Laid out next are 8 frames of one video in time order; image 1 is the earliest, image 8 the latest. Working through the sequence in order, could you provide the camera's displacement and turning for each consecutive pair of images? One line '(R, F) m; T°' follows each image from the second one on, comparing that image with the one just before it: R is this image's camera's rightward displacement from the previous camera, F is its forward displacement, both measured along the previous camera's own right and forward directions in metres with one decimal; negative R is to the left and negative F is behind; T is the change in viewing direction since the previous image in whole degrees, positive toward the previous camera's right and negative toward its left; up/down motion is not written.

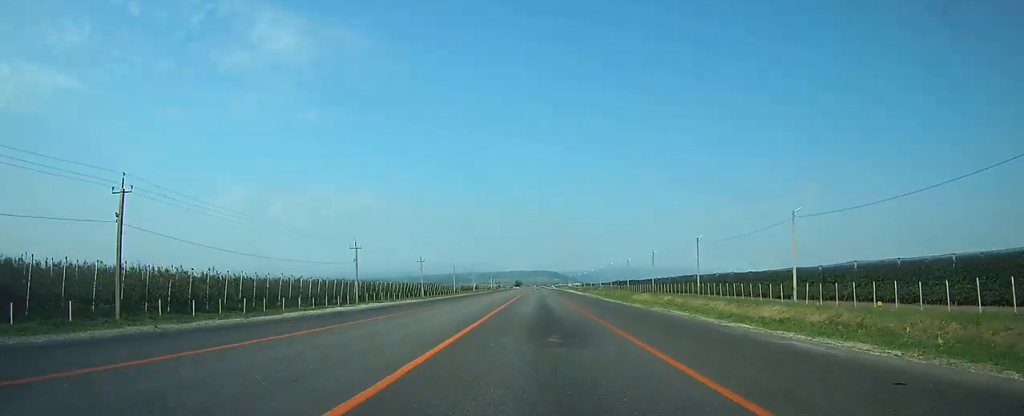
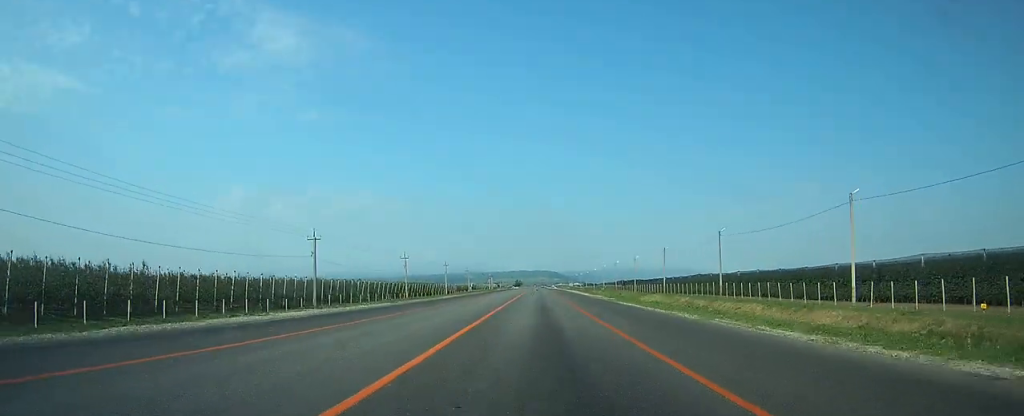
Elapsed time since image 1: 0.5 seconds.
(0.0, +11.6) m; 0°
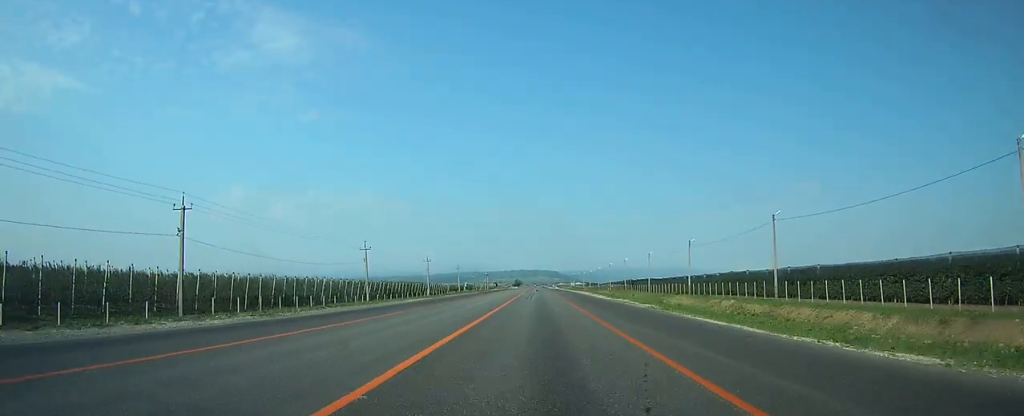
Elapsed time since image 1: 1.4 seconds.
(0.0, +19.6) m; 0°
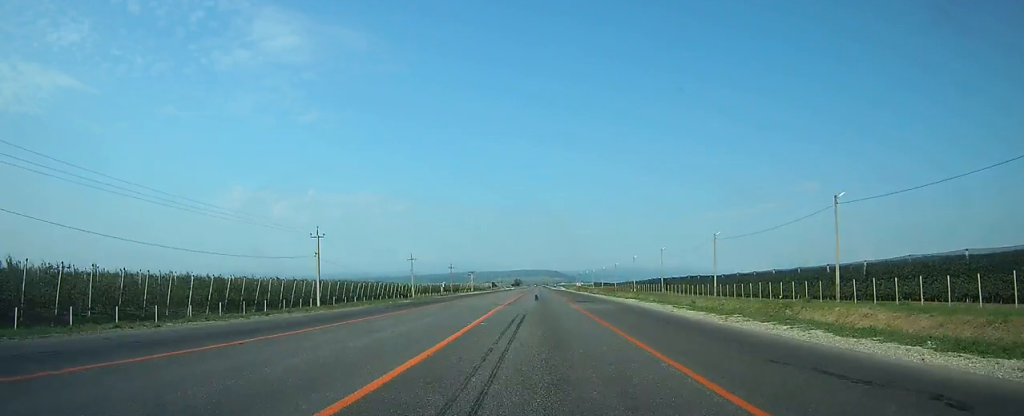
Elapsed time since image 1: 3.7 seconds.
(+0.2, +50.0) m; 0°
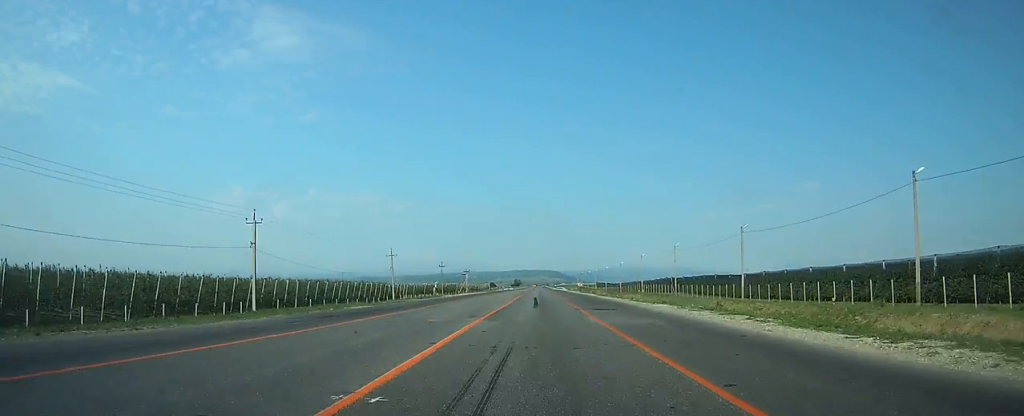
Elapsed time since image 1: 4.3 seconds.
(0.0, +11.6) m; 0°
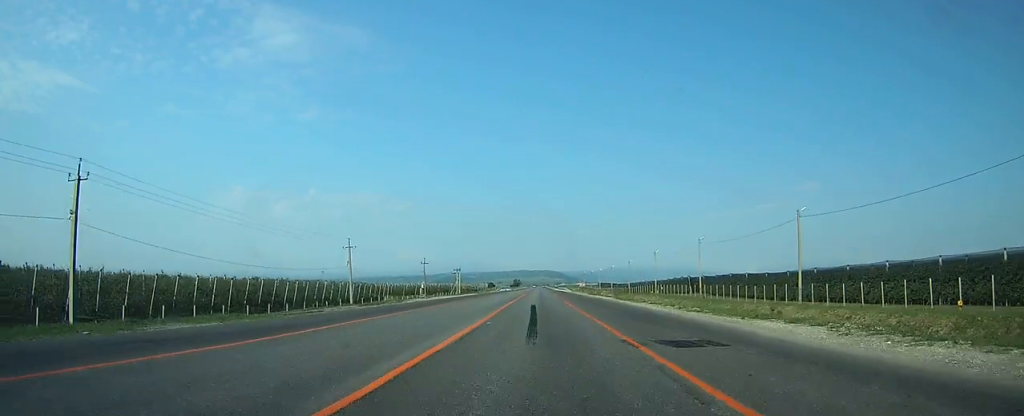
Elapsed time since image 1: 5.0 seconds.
(0.0, +16.6) m; 0°
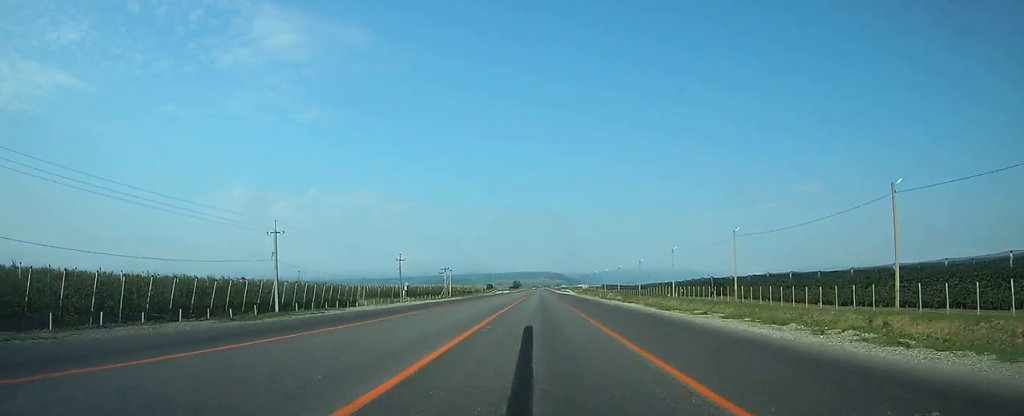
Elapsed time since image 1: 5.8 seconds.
(0.0, +16.7) m; 0°
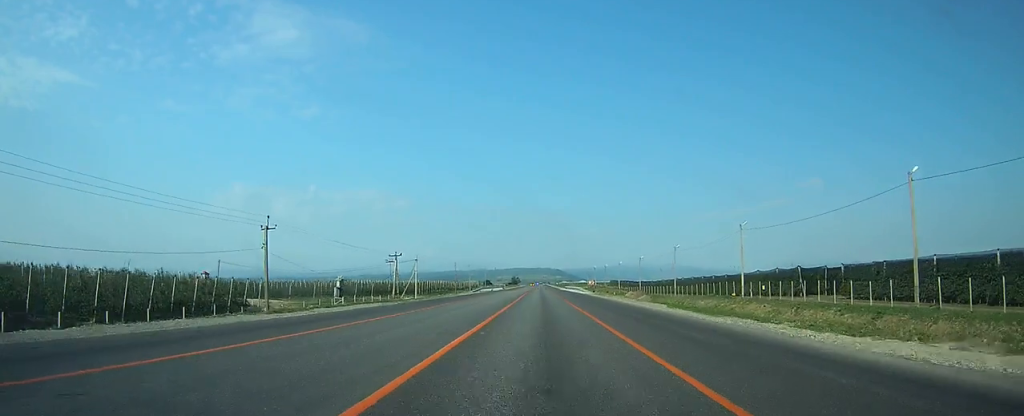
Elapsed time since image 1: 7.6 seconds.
(-0.1, +38.4) m; 0°
